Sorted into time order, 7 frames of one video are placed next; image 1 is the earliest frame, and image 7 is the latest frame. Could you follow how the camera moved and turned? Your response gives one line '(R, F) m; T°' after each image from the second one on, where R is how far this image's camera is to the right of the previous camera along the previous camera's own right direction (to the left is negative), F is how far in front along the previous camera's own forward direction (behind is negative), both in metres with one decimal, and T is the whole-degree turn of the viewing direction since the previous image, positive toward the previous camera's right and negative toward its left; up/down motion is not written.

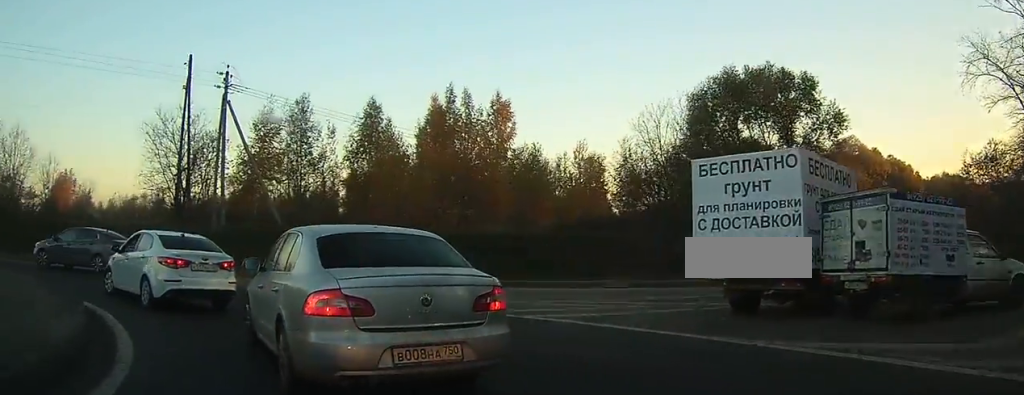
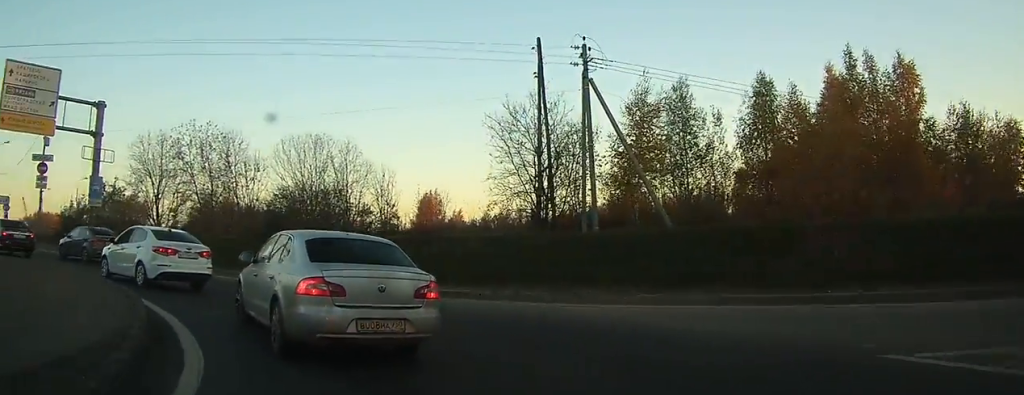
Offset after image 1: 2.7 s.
(-2.8, +7.8) m; -37°
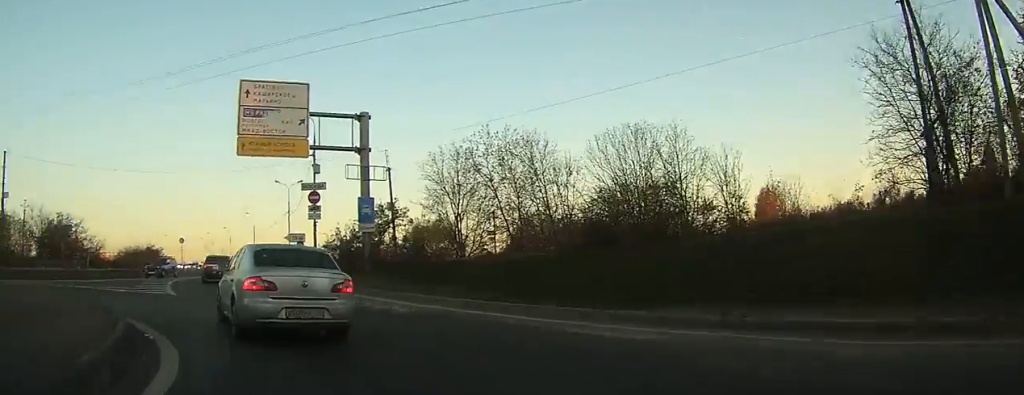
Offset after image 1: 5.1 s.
(-1.9, +8.1) m; -30°
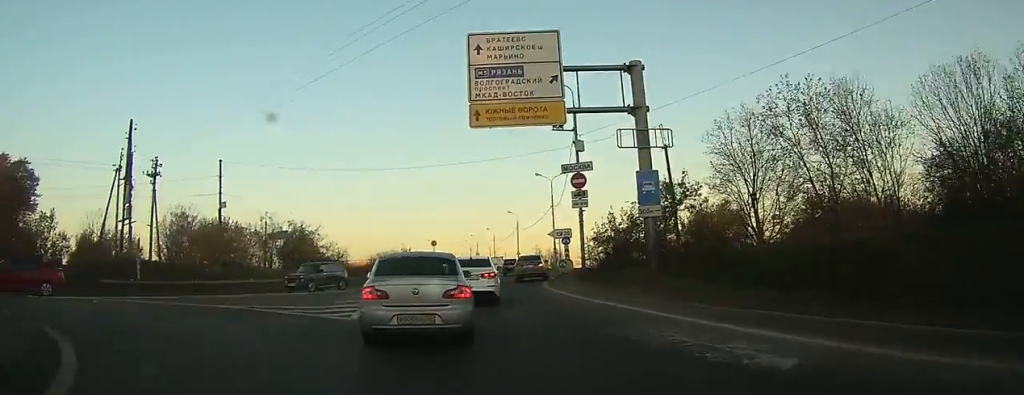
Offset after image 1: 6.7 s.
(-1.5, +6.7) m; -16°
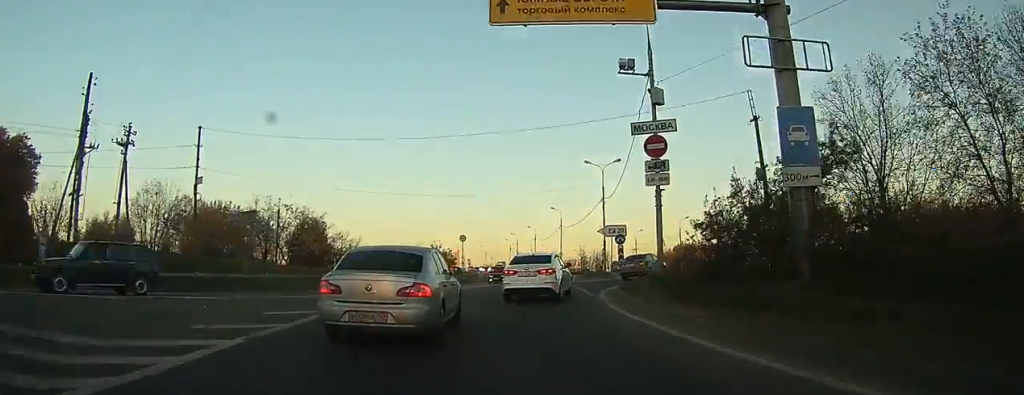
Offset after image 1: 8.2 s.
(-1.0, +8.2) m; -8°
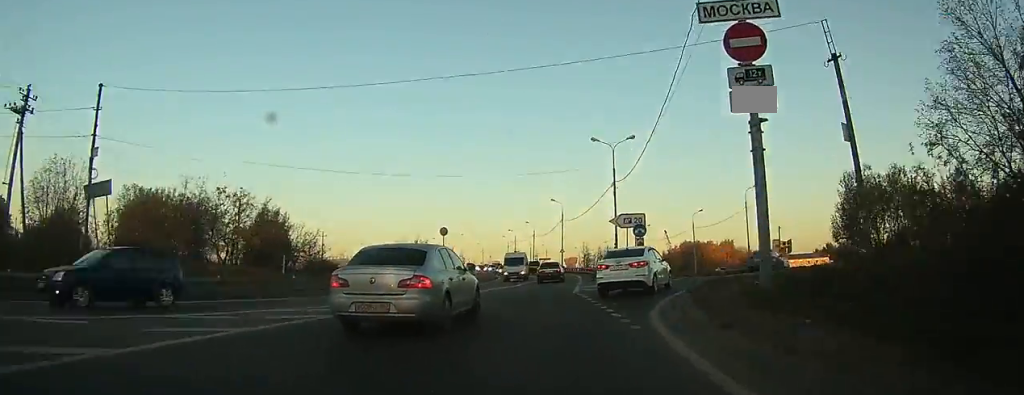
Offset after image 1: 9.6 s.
(-0.4, +8.9) m; -1°
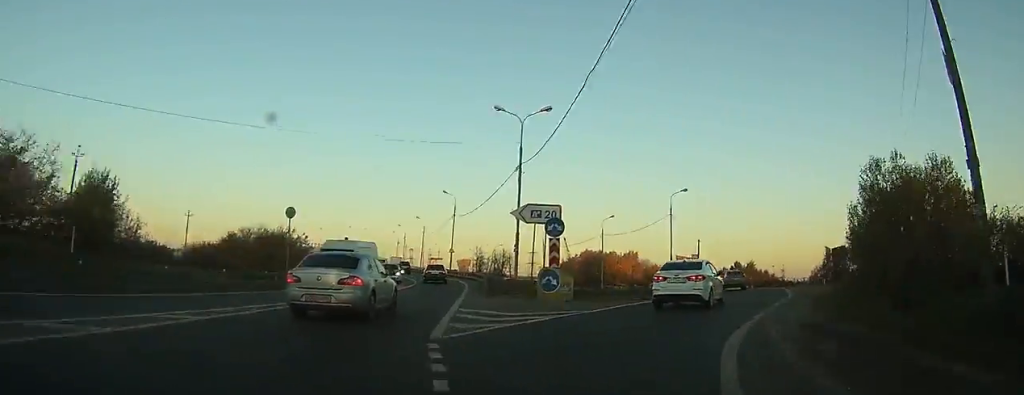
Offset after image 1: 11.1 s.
(-0.1, +11.5) m; +6°
